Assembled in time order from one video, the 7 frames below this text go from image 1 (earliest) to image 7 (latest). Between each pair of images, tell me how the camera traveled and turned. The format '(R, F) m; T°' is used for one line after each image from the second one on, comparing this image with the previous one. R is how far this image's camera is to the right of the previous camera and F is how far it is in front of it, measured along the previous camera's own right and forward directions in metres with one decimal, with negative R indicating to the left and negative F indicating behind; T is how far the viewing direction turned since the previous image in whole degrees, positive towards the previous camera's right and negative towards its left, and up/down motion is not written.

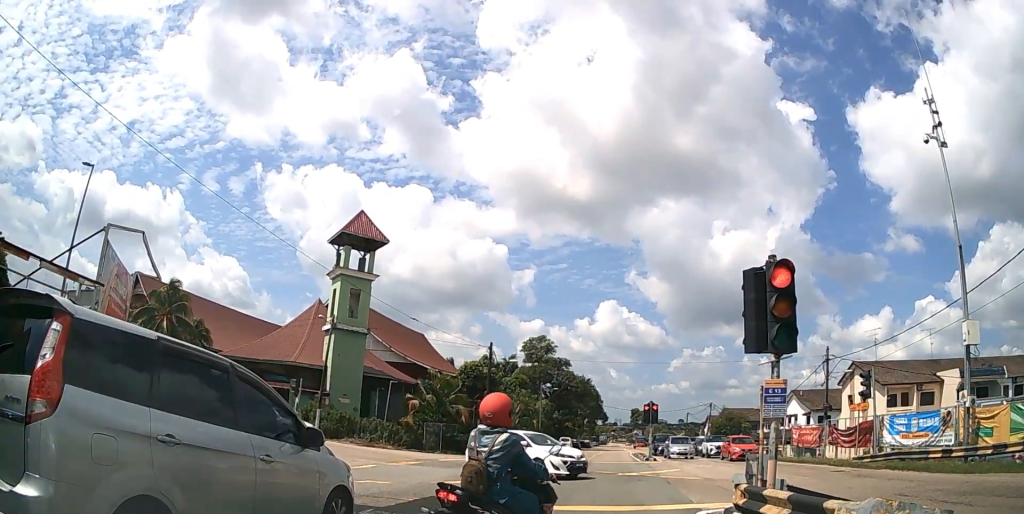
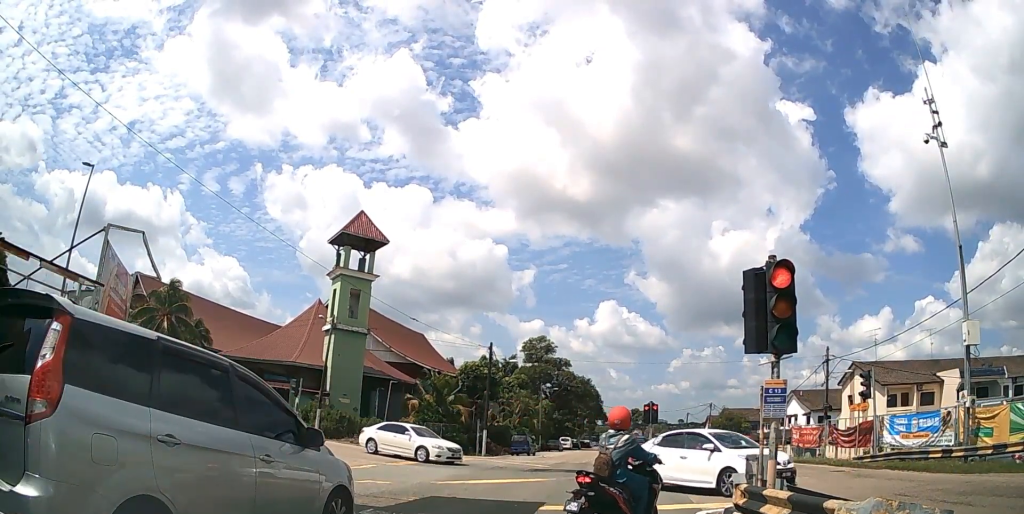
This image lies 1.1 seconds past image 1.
(0.0, 0.0) m; 0°
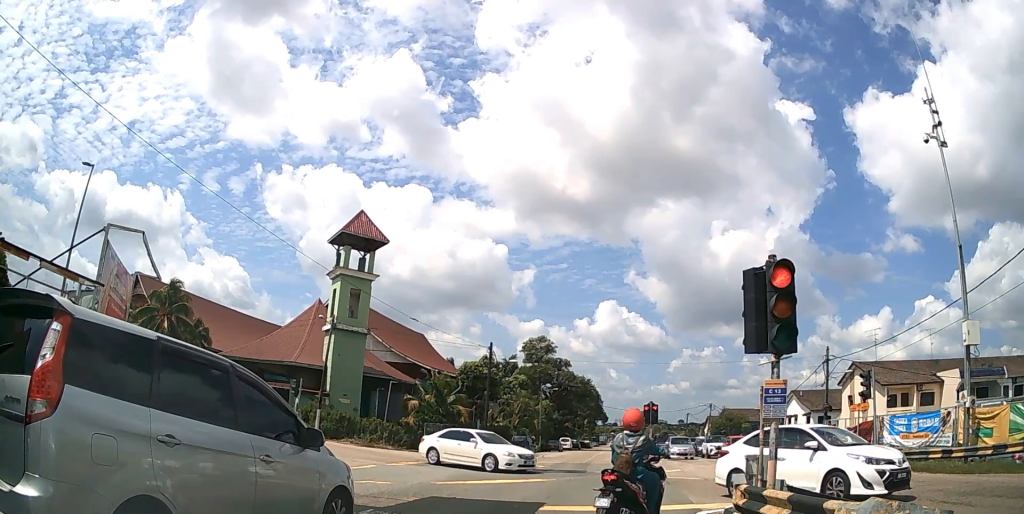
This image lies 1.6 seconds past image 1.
(0.0, 0.0) m; 0°
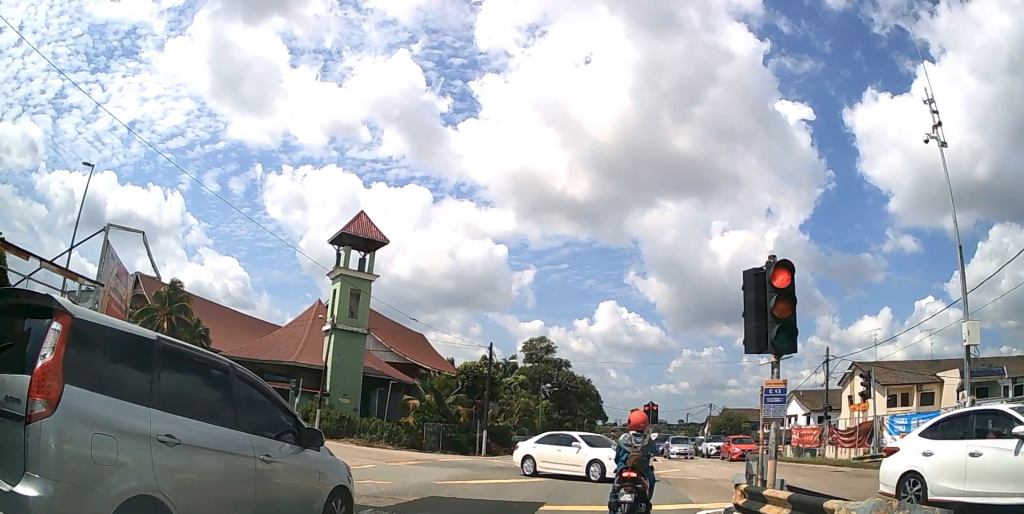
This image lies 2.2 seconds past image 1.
(0.0, 0.0) m; 0°
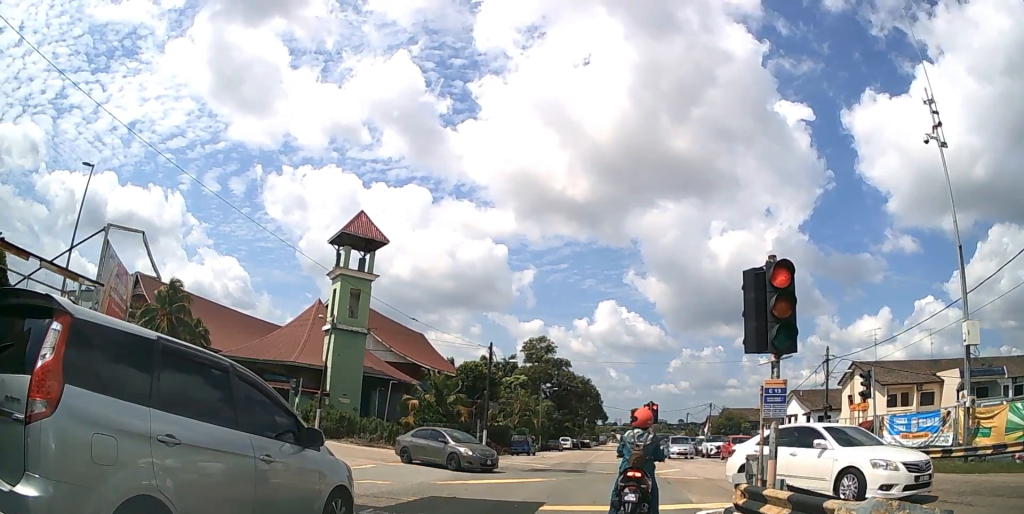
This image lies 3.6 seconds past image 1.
(0.0, 0.0) m; 0°
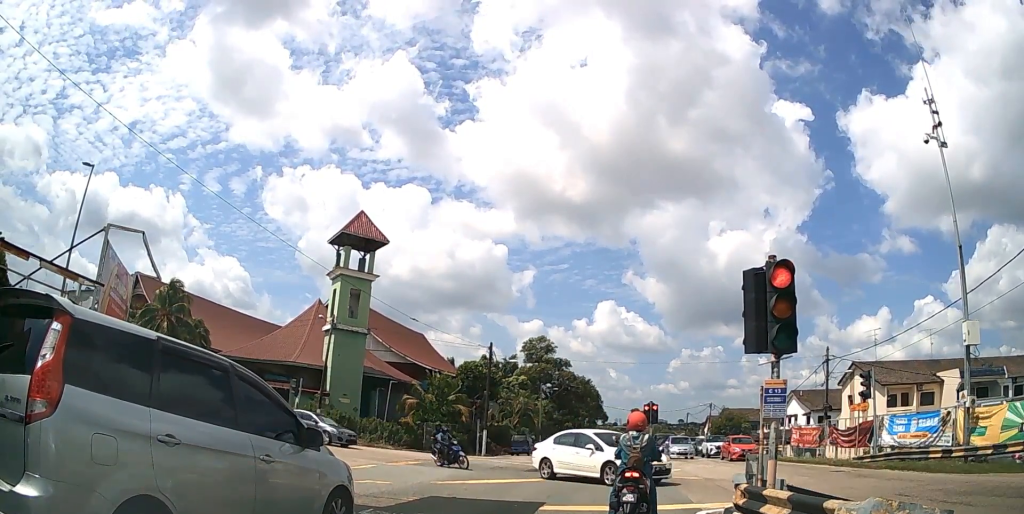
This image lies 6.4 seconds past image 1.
(0.0, 0.0) m; 0°
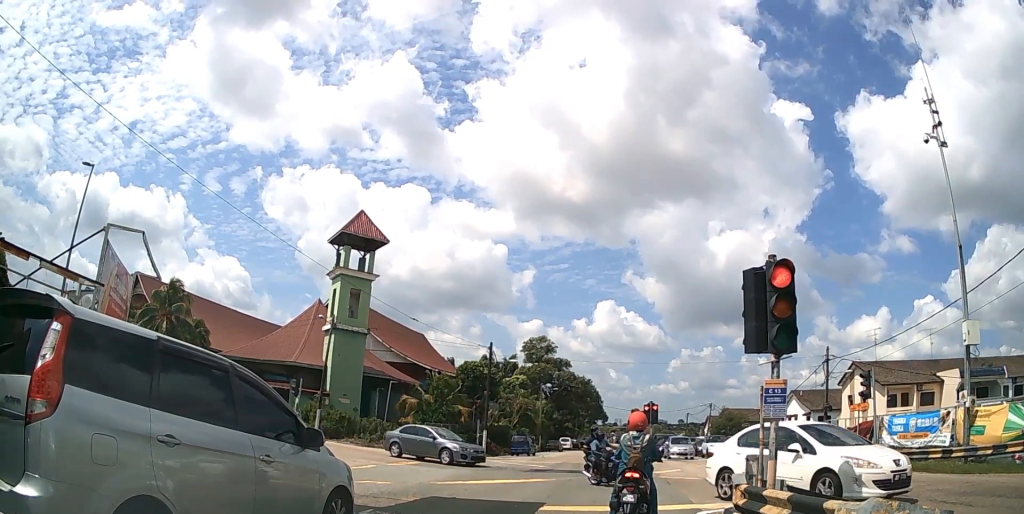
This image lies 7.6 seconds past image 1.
(0.0, 0.0) m; 0°
